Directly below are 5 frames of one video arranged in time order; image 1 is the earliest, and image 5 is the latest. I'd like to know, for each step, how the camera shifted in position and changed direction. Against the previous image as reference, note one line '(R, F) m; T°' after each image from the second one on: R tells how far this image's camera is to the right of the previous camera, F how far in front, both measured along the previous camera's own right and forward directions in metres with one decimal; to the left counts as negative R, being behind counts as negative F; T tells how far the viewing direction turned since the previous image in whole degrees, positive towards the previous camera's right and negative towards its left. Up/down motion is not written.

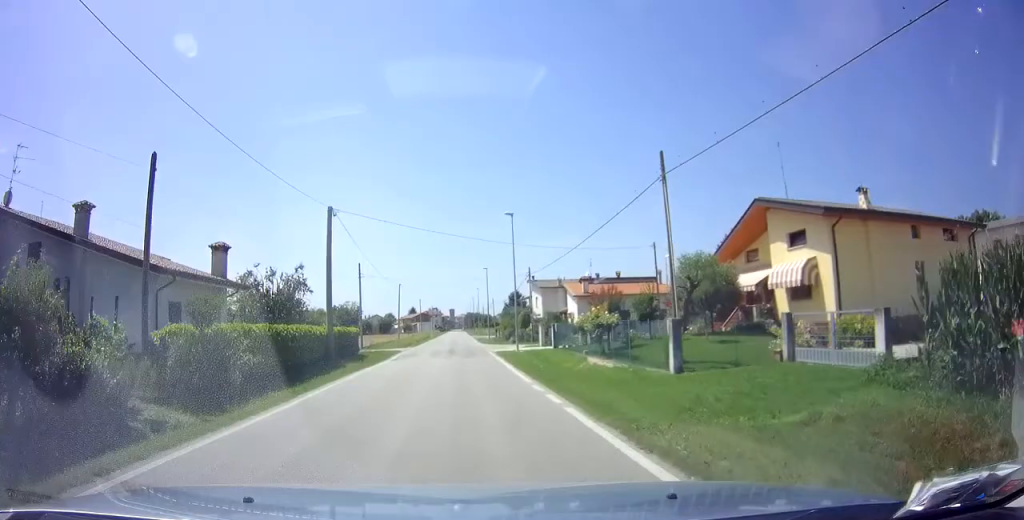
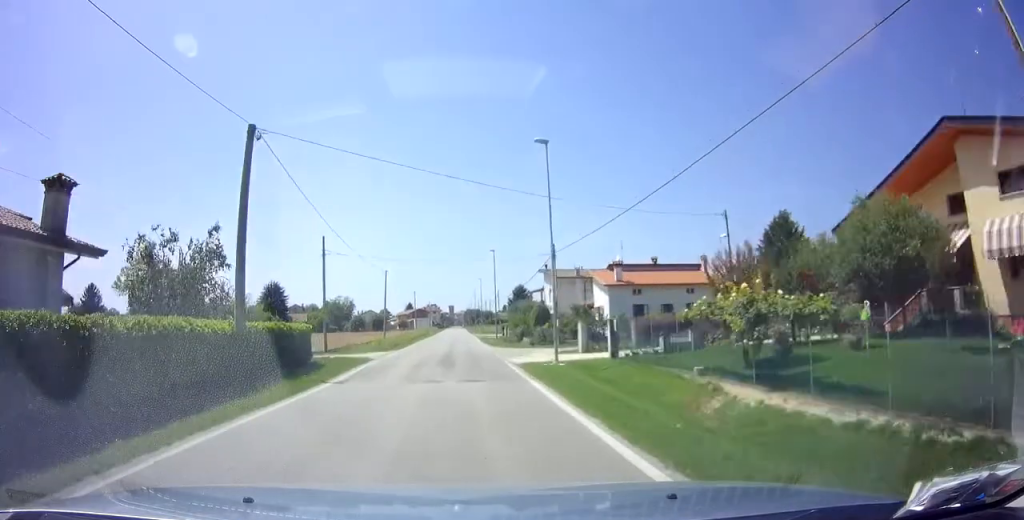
(+0.3, +12.1) m; 0°
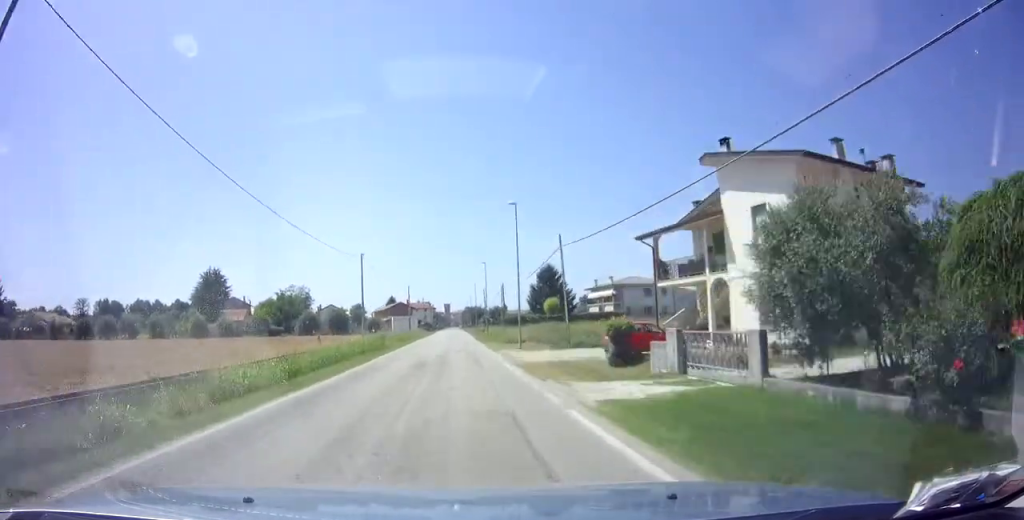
(-0.6, +49.3) m; +1°
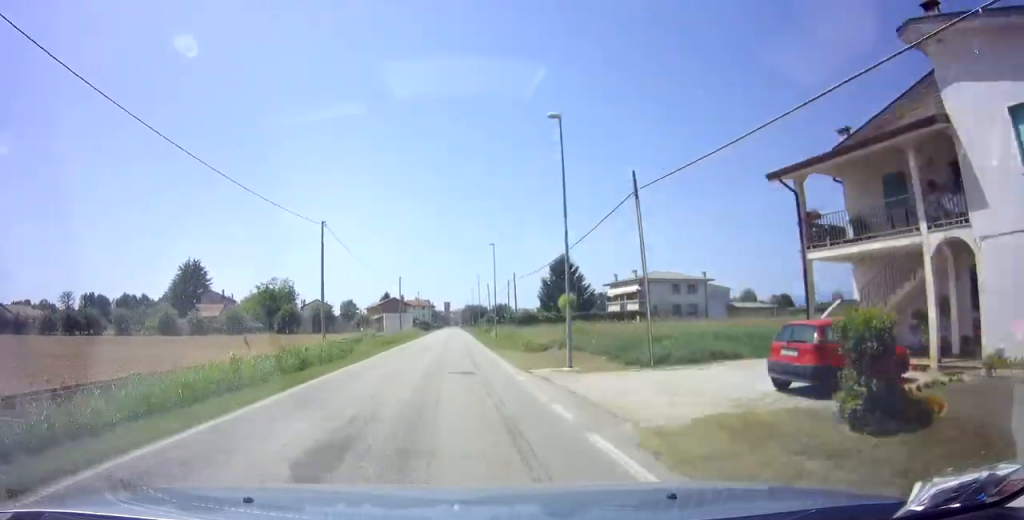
(+0.2, +12.8) m; +1°
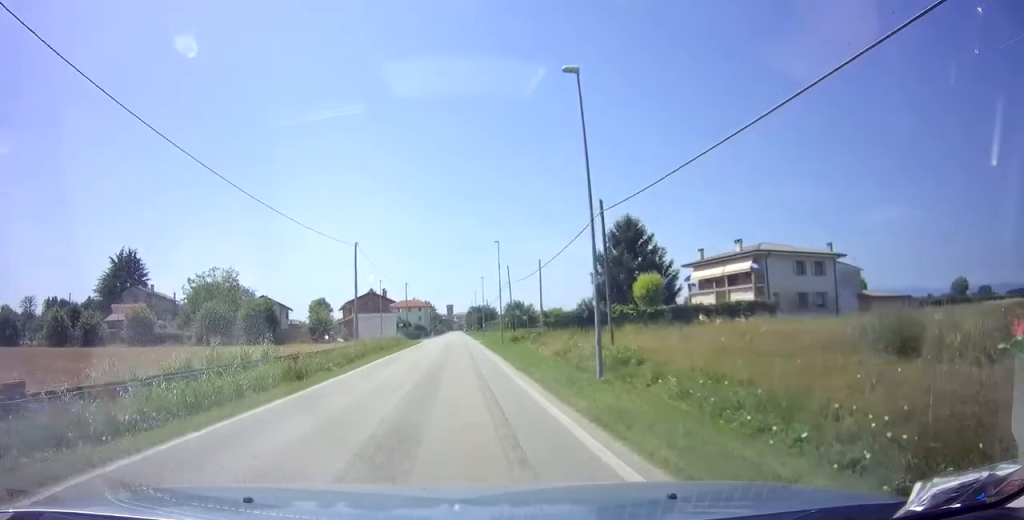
(-0.1, +31.7) m; 0°
